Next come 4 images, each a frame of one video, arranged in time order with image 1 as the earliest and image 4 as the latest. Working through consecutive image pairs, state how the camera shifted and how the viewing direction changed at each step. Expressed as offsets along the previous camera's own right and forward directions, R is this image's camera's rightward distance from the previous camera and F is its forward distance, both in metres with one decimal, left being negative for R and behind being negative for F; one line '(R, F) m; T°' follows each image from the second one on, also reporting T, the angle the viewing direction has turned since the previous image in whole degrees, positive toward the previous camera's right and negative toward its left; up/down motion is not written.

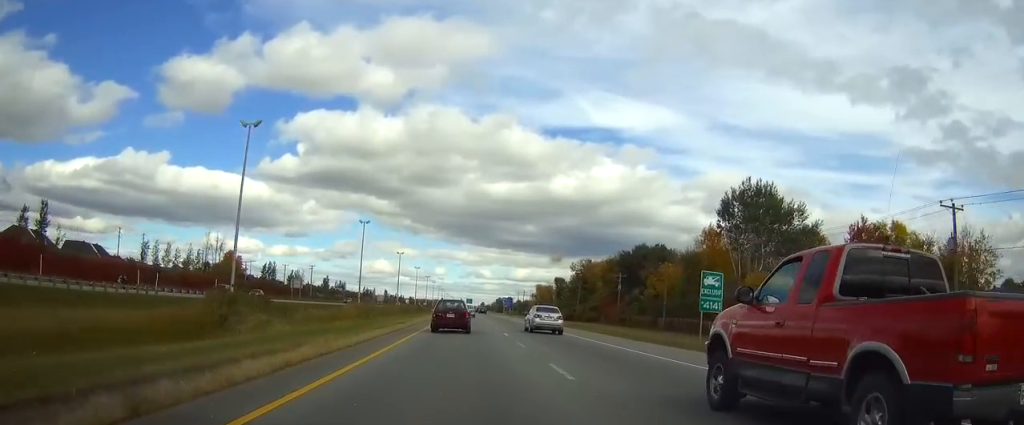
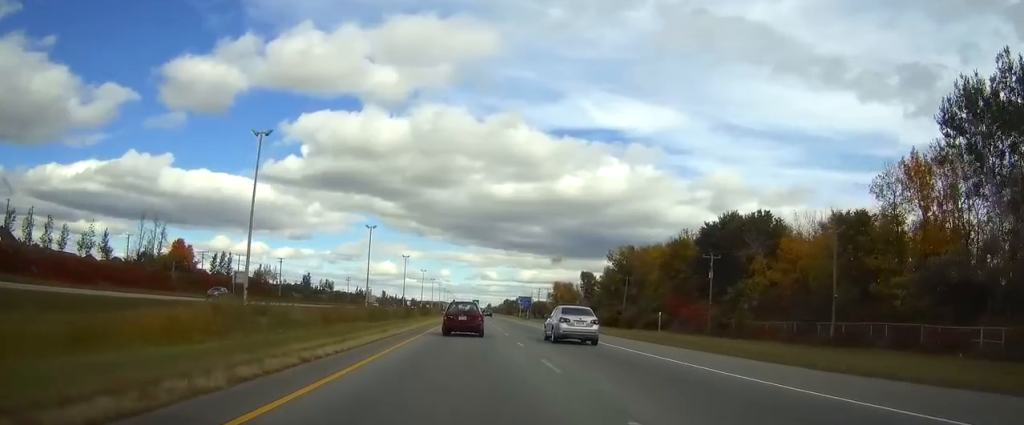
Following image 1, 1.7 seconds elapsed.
(0.0, +52.3) m; 0°
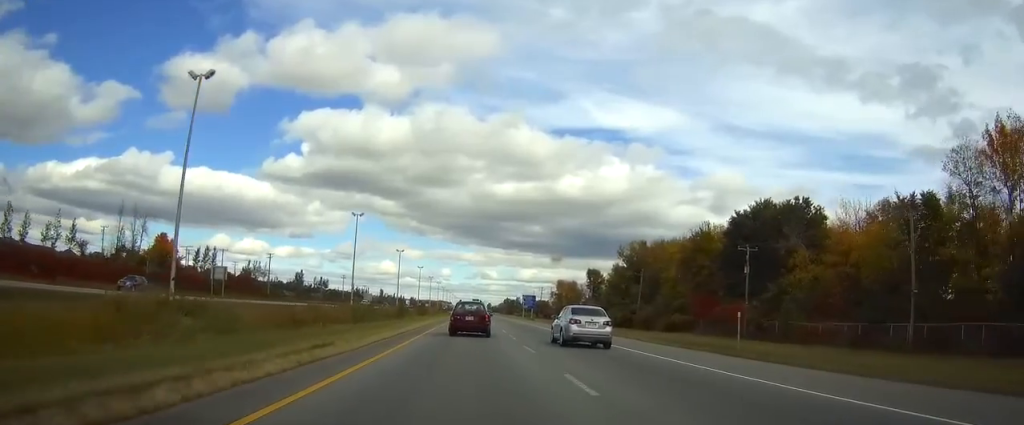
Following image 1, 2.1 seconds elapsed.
(-0.1, +12.4) m; 0°
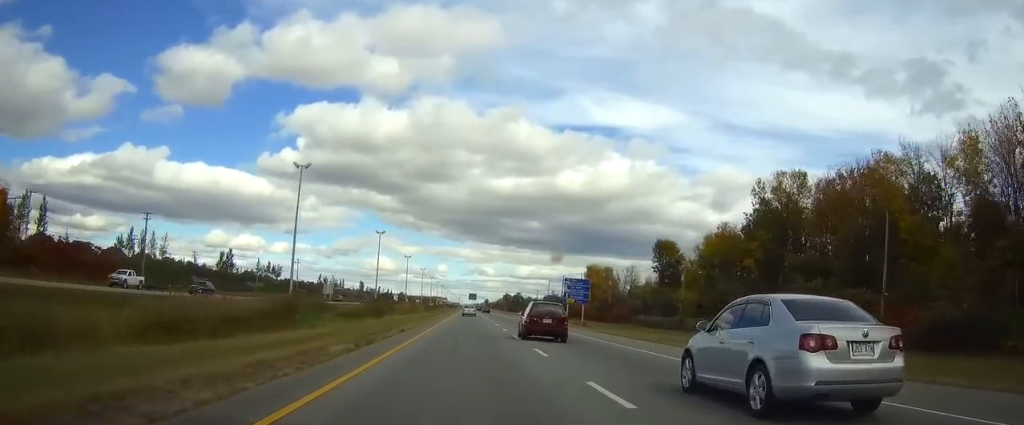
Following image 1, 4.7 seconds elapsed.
(0.0, +82.6) m; 0°
